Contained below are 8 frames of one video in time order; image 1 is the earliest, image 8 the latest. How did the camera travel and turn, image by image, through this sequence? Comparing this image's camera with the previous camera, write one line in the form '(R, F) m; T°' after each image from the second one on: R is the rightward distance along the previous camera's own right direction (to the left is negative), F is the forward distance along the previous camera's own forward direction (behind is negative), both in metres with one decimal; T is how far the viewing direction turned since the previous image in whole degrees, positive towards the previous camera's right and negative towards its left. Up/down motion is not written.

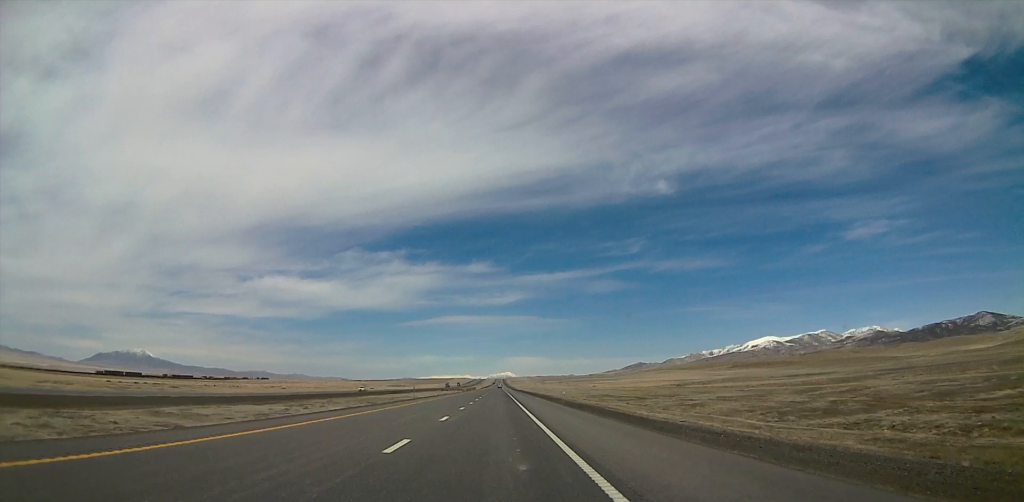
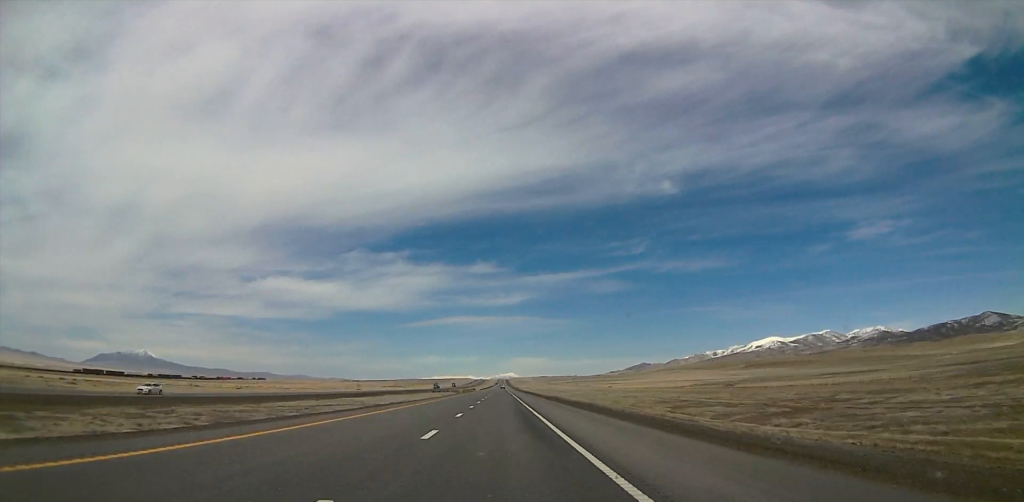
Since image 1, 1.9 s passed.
(-1.6, +58.2) m; -1°
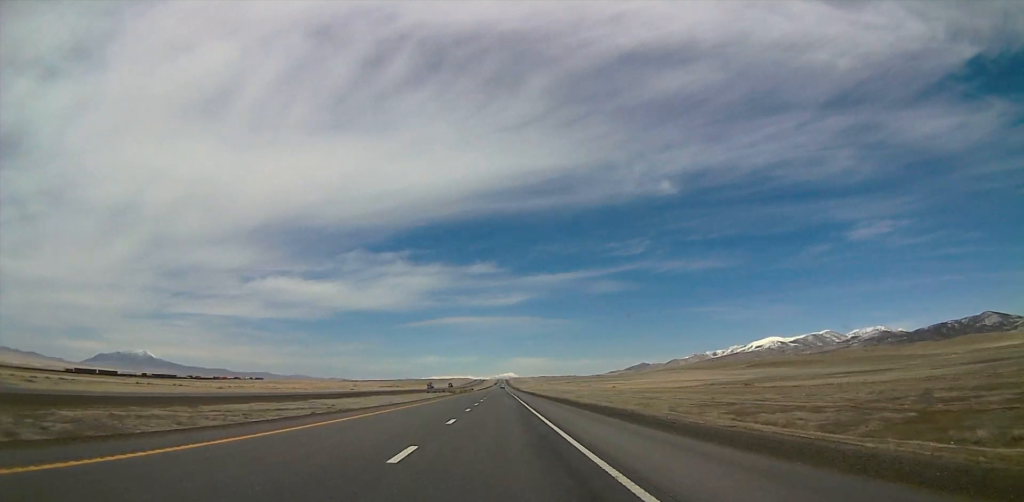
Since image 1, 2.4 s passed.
(0.0, +17.4) m; +1°
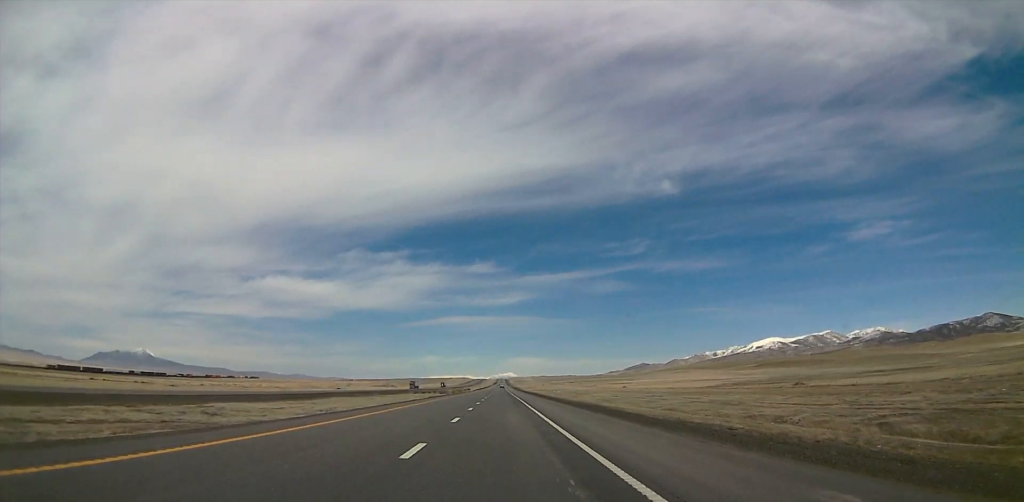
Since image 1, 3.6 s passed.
(+0.9, +35.8) m; +1°
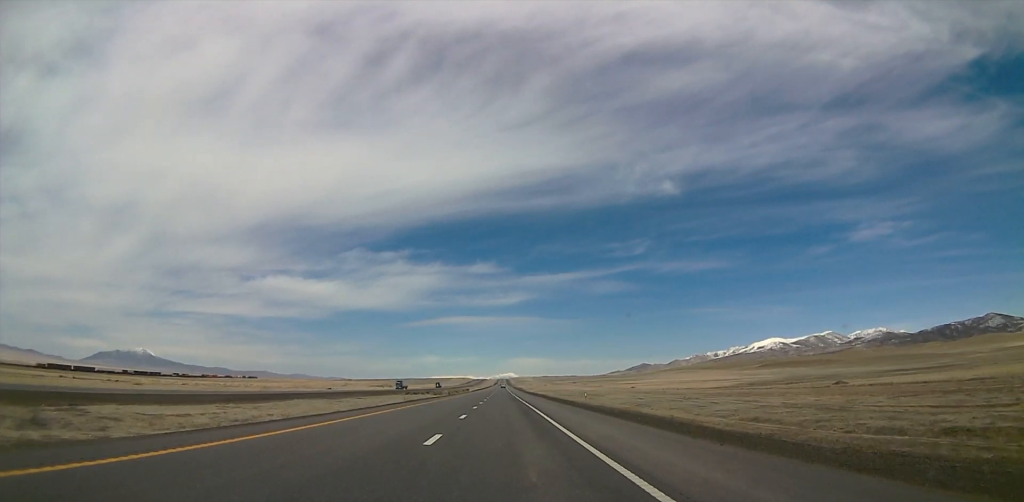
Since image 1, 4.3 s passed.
(-0.2, +21.5) m; -1°
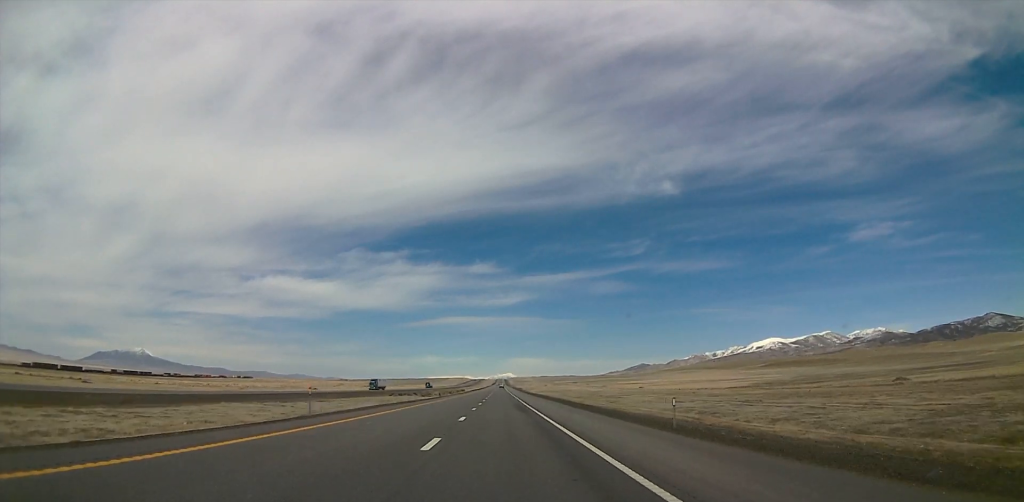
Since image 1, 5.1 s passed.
(-0.5, +25.7) m; -1°
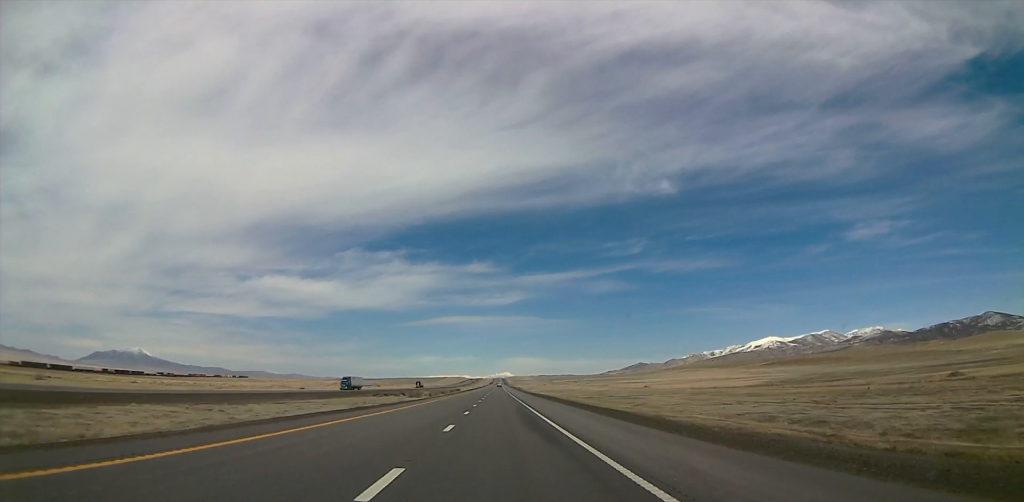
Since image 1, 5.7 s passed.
(+0.1, +18.6) m; -1°
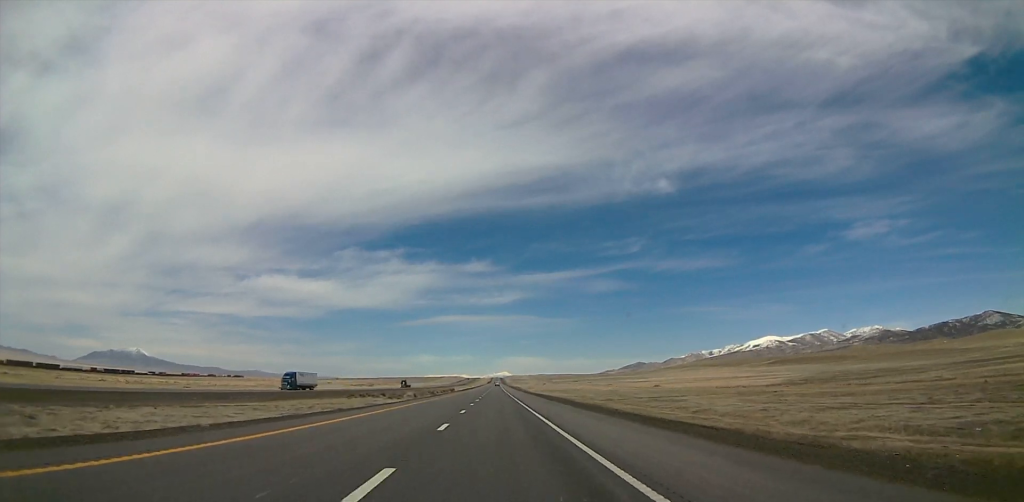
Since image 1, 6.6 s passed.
(-0.4, +25.1) m; 0°
